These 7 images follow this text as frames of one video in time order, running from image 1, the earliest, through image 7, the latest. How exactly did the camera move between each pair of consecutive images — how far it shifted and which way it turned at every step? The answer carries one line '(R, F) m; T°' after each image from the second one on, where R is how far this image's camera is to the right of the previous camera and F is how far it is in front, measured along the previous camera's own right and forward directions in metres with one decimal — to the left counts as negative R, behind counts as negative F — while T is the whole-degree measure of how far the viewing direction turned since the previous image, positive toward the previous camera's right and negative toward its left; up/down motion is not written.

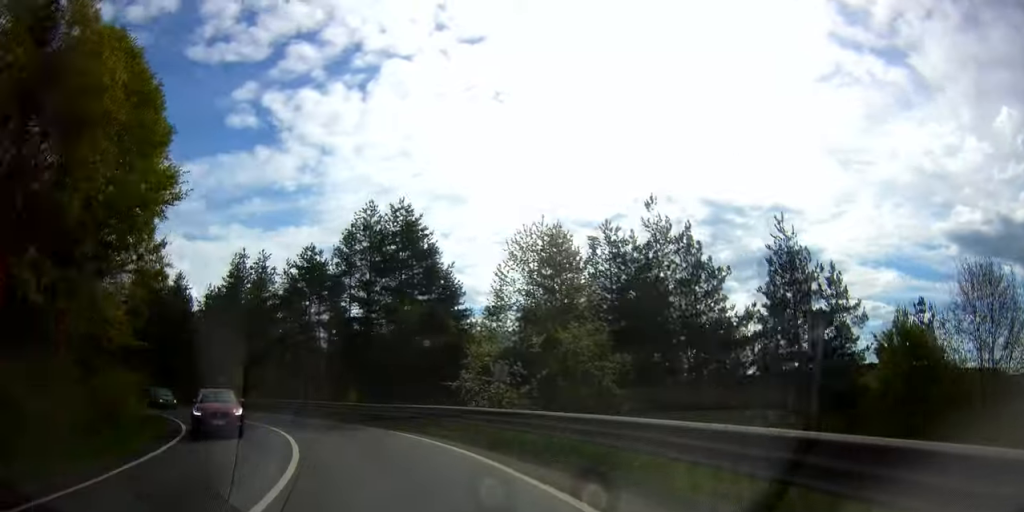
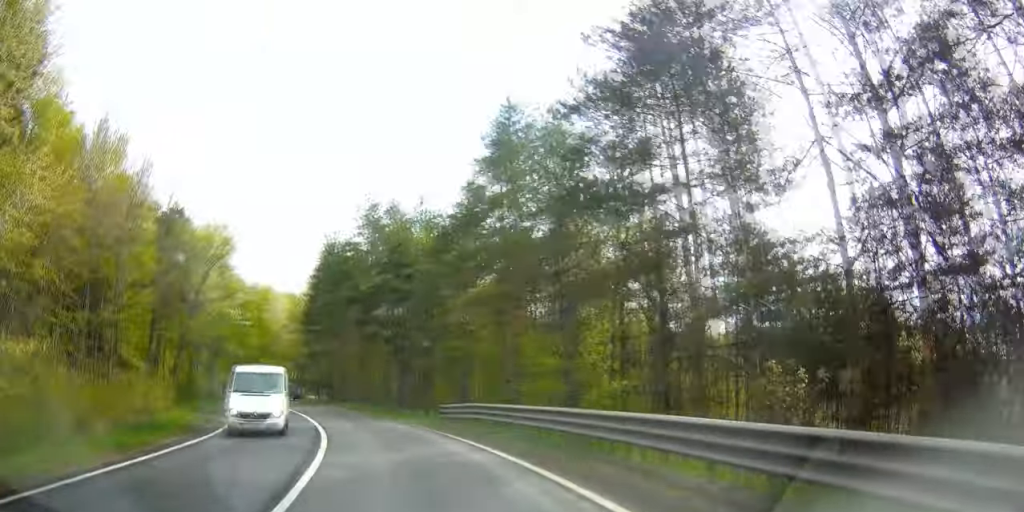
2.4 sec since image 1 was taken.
(-9.5, +29.3) m; -39°
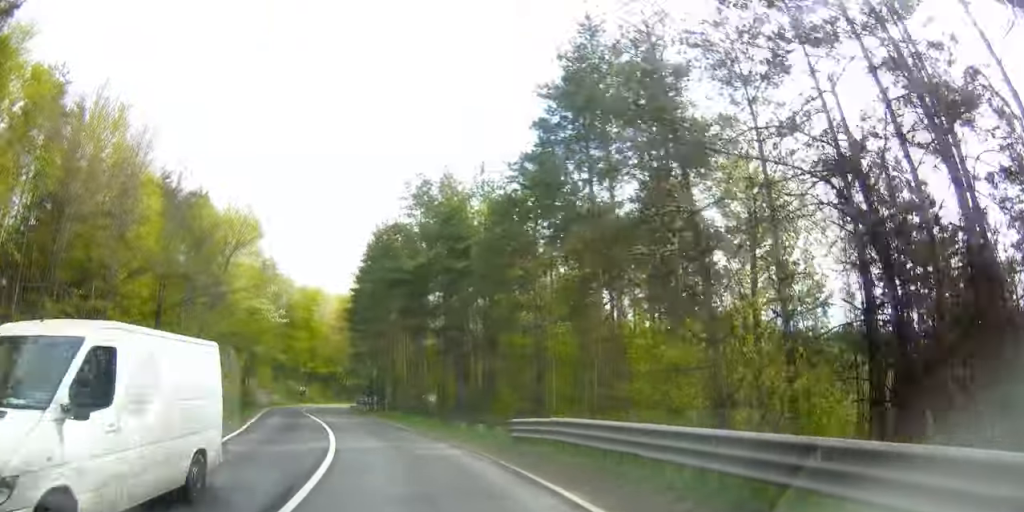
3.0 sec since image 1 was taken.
(-1.0, +6.1) m; -5°
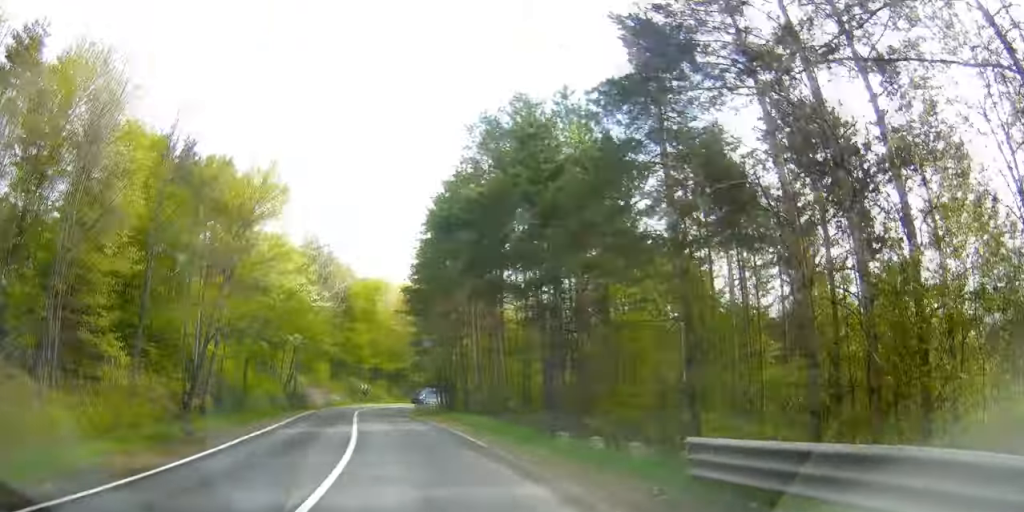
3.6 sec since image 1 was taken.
(-0.5, +7.1) m; -6°
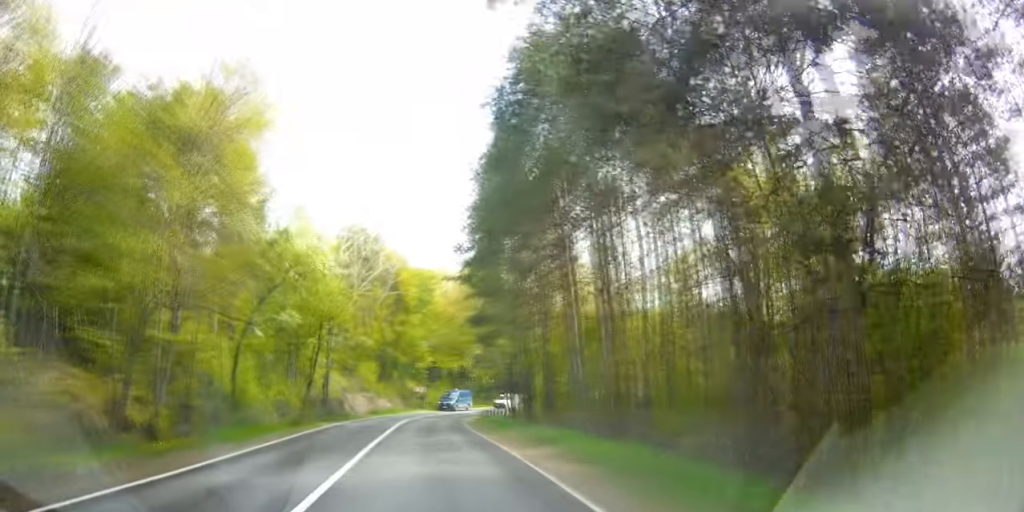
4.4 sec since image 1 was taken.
(+0.1, +8.3) m; -6°
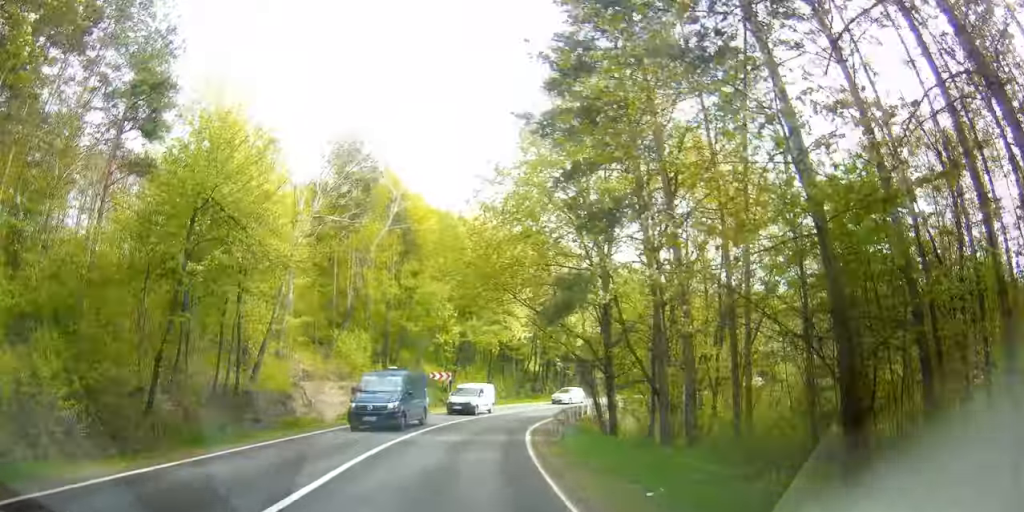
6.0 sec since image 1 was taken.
(-3.1, +17.9) m; -15°
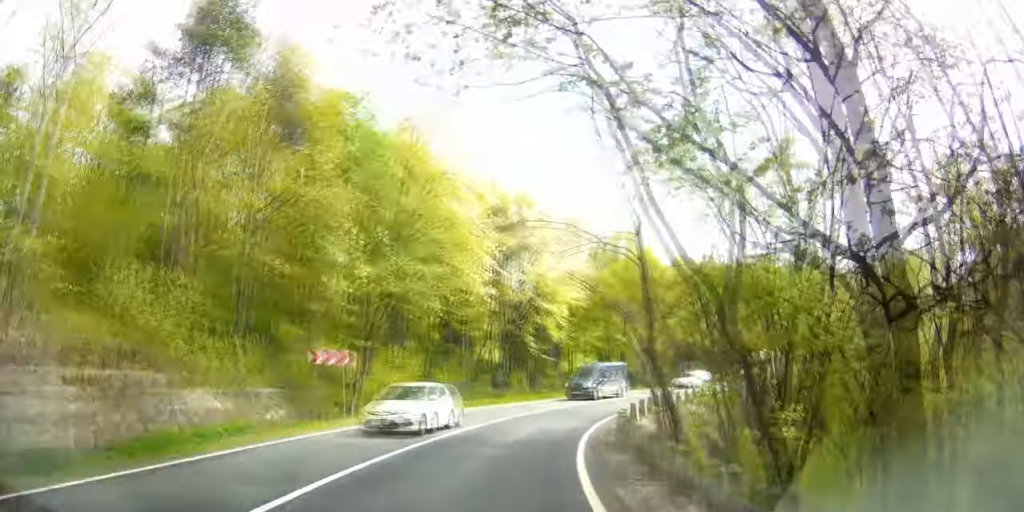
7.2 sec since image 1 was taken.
(-0.8, +16.6) m; -3°
